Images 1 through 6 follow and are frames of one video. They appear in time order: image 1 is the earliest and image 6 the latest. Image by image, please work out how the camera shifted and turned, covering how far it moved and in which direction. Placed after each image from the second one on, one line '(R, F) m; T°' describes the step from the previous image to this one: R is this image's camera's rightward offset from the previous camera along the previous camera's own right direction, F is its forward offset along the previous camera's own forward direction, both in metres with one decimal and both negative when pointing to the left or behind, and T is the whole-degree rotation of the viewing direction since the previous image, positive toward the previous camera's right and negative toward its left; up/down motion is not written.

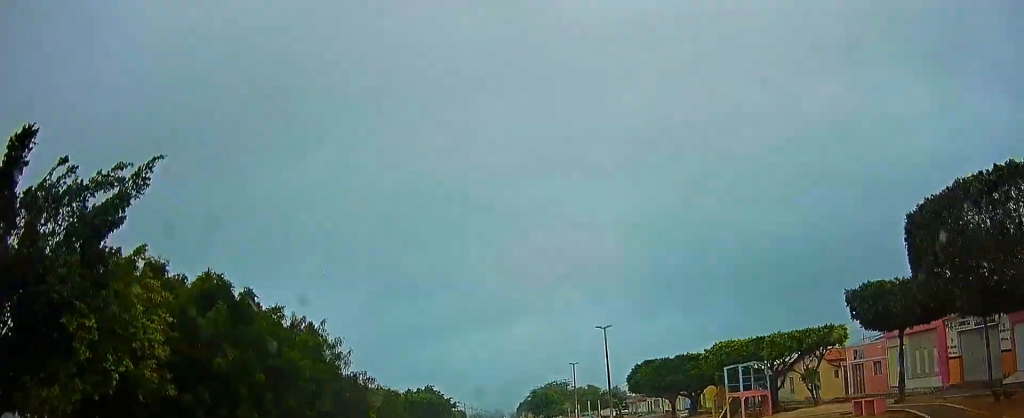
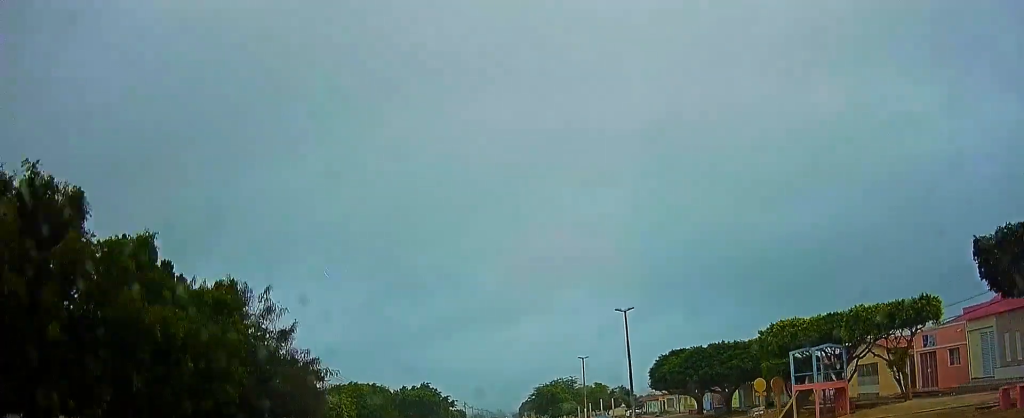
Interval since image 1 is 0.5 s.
(0.0, +7.6) m; 0°
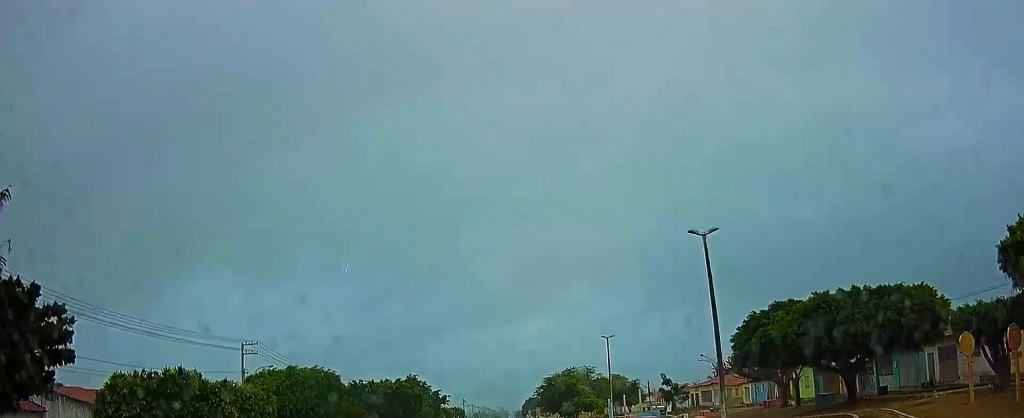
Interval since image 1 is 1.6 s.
(0.0, +16.6) m; -1°
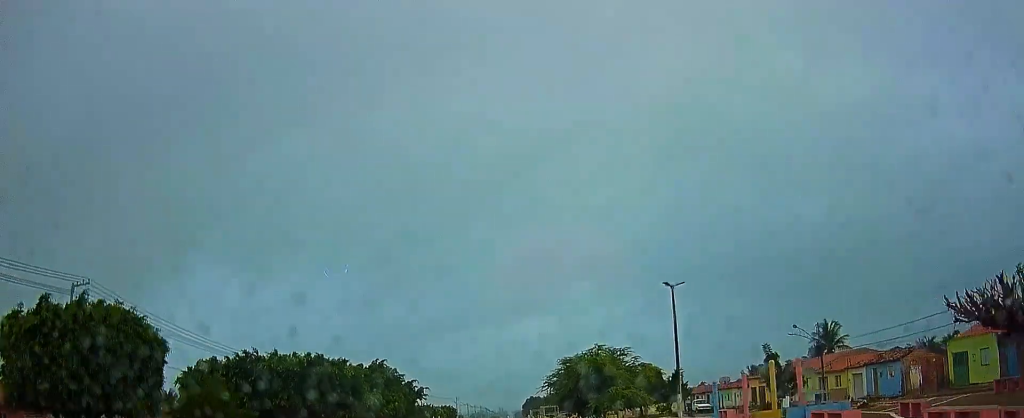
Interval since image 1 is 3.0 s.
(-0.5, +22.9) m; -1°
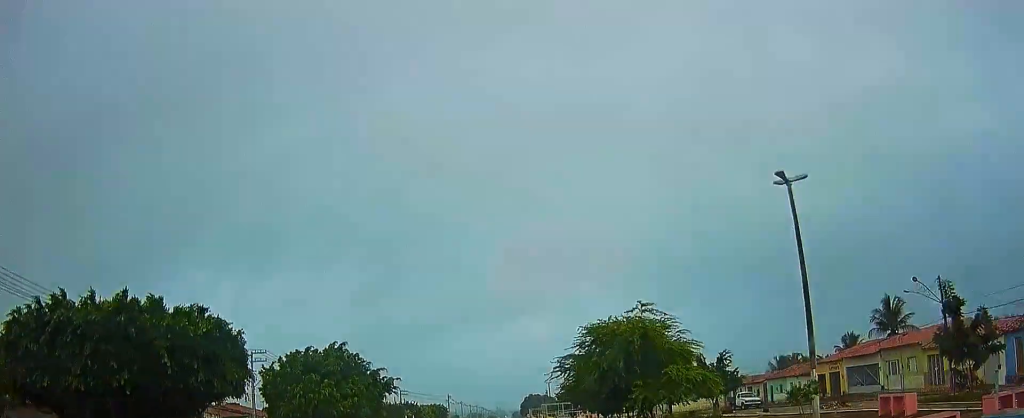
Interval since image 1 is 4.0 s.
(+0.2, +16.1) m; +1°
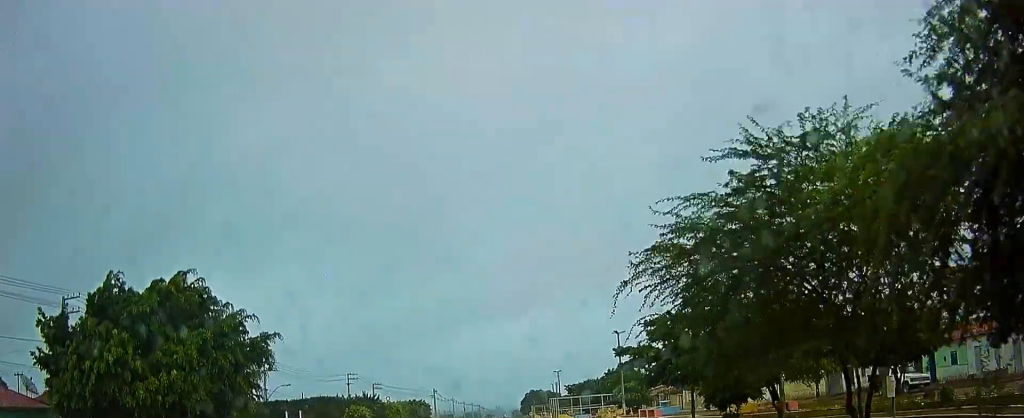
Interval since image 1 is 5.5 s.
(+0.4, +27.6) m; +1°
